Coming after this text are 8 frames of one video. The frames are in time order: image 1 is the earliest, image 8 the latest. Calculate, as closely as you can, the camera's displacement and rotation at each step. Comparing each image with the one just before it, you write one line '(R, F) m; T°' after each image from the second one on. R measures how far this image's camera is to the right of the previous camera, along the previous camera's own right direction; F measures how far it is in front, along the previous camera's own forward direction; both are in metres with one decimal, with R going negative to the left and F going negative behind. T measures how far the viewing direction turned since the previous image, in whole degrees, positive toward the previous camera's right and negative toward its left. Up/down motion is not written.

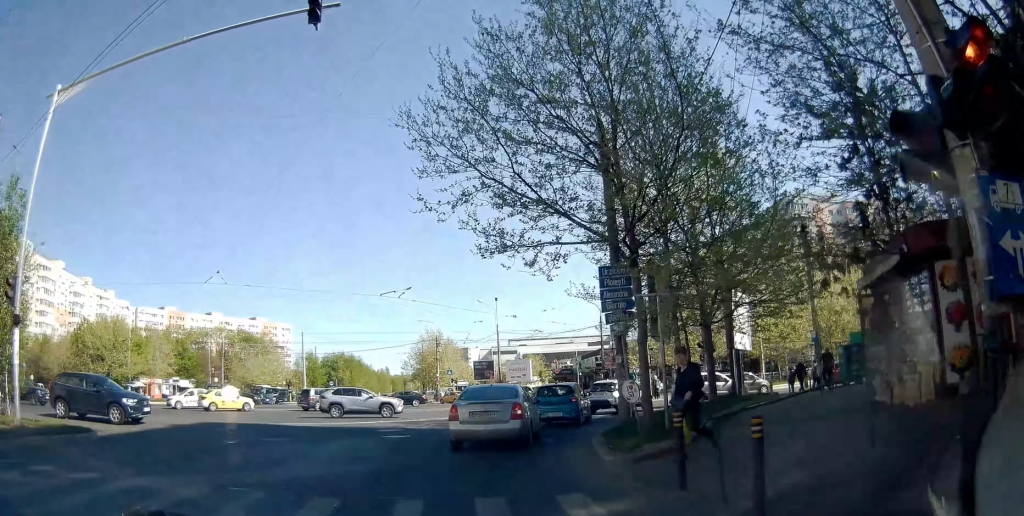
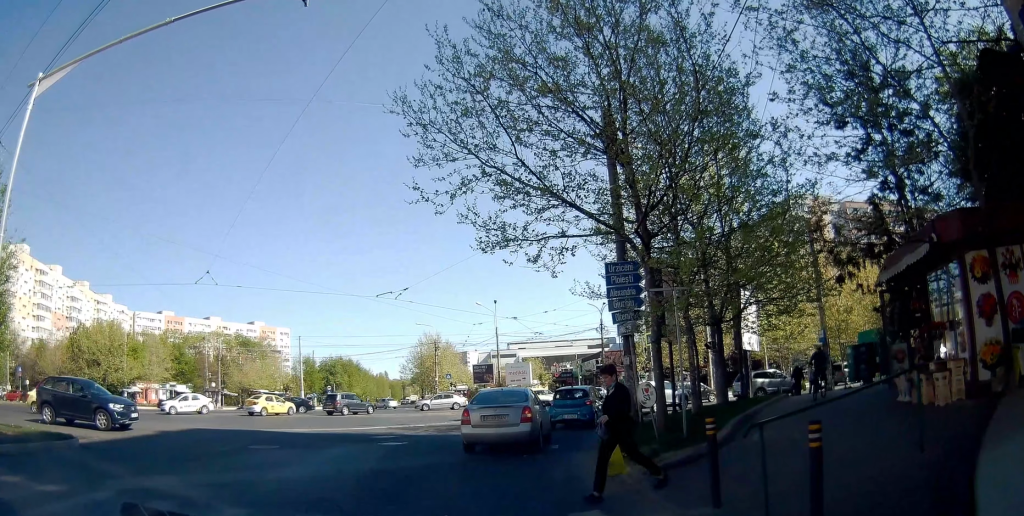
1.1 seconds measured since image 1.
(0.0, +2.4) m; 0°
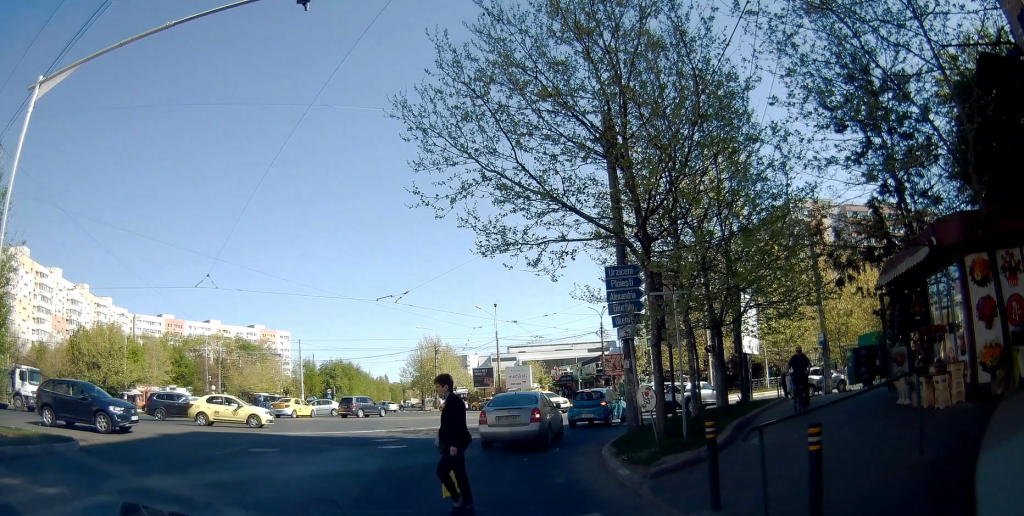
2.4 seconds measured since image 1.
(0.0, +1.0) m; 0°
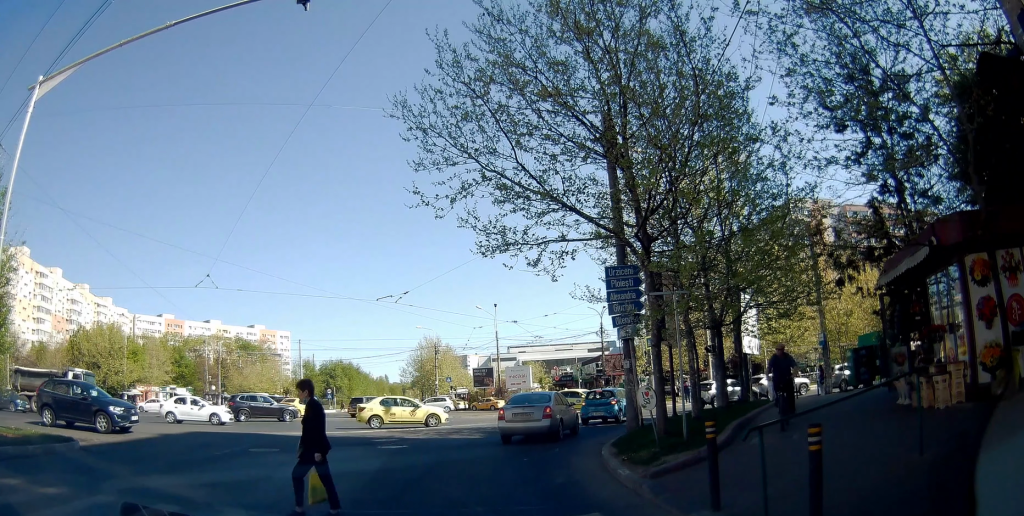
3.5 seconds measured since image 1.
(0.0, +0.2) m; 0°
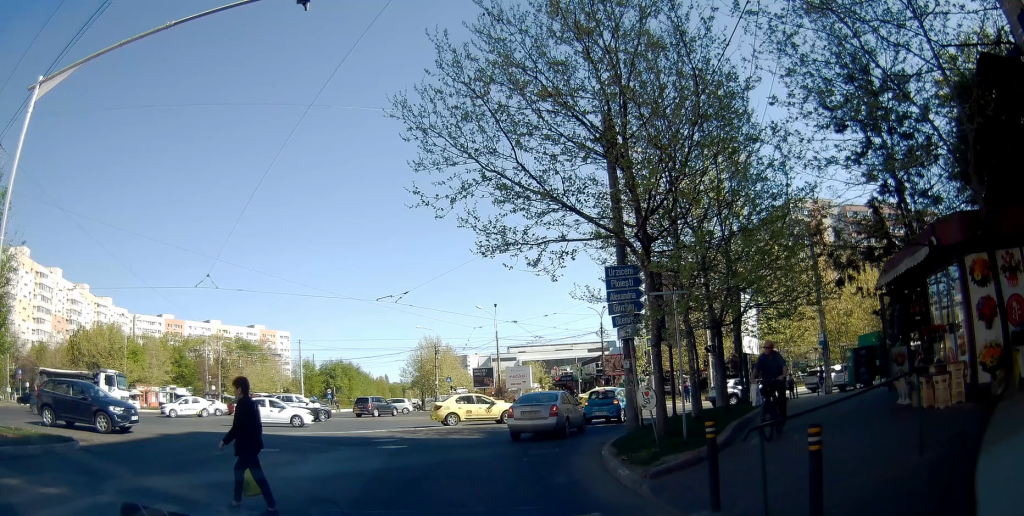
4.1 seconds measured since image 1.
(0.0, 0.0) m; 0°
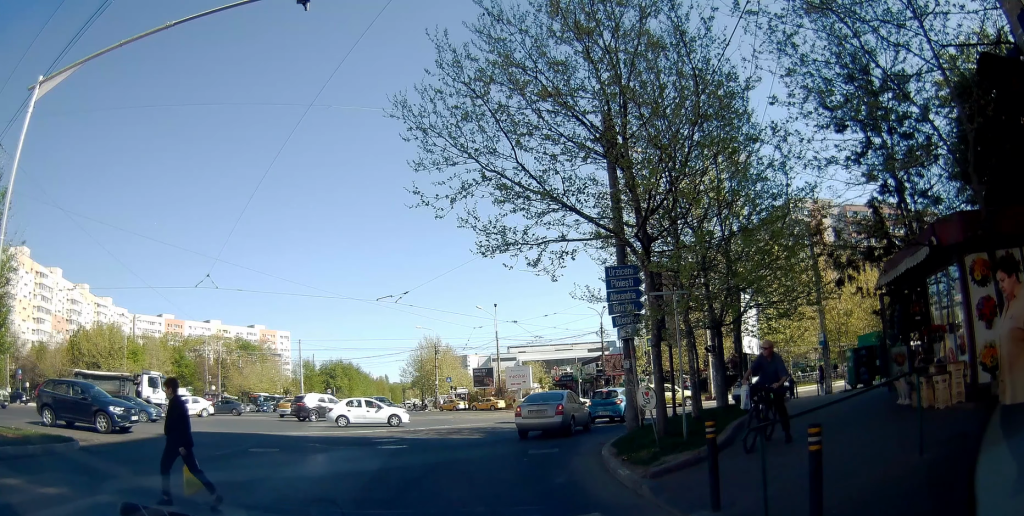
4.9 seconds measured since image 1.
(0.0, 0.0) m; 0°
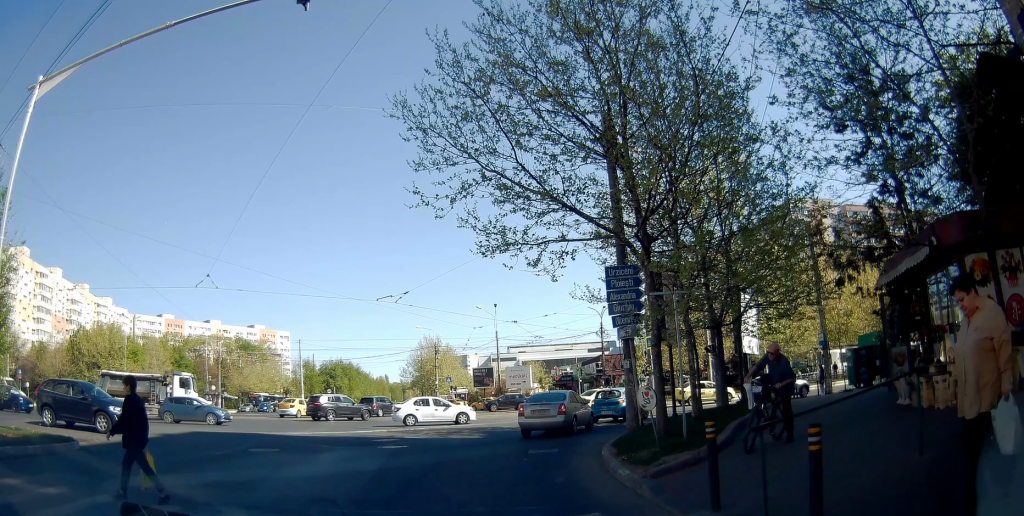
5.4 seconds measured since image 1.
(0.0, 0.0) m; 0°
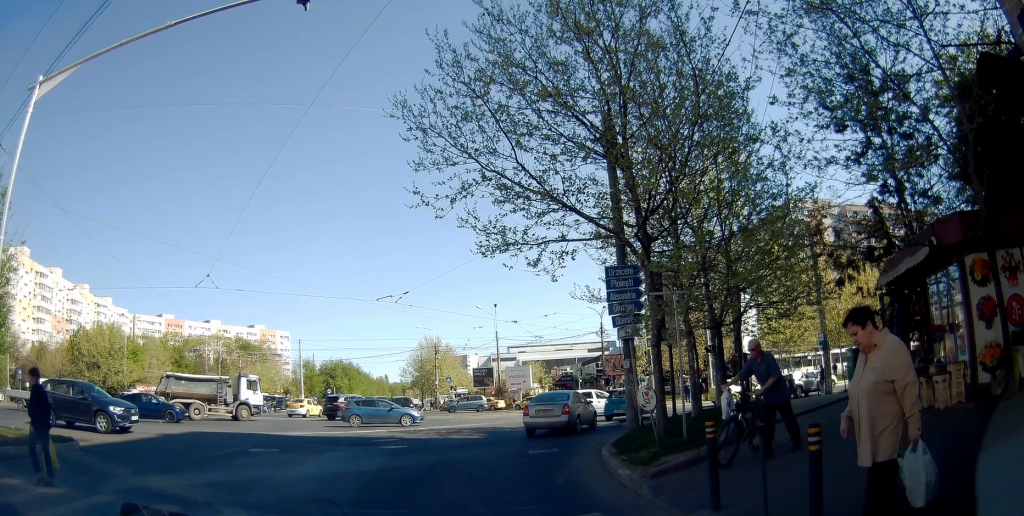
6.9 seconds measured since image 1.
(0.0, 0.0) m; 0°
